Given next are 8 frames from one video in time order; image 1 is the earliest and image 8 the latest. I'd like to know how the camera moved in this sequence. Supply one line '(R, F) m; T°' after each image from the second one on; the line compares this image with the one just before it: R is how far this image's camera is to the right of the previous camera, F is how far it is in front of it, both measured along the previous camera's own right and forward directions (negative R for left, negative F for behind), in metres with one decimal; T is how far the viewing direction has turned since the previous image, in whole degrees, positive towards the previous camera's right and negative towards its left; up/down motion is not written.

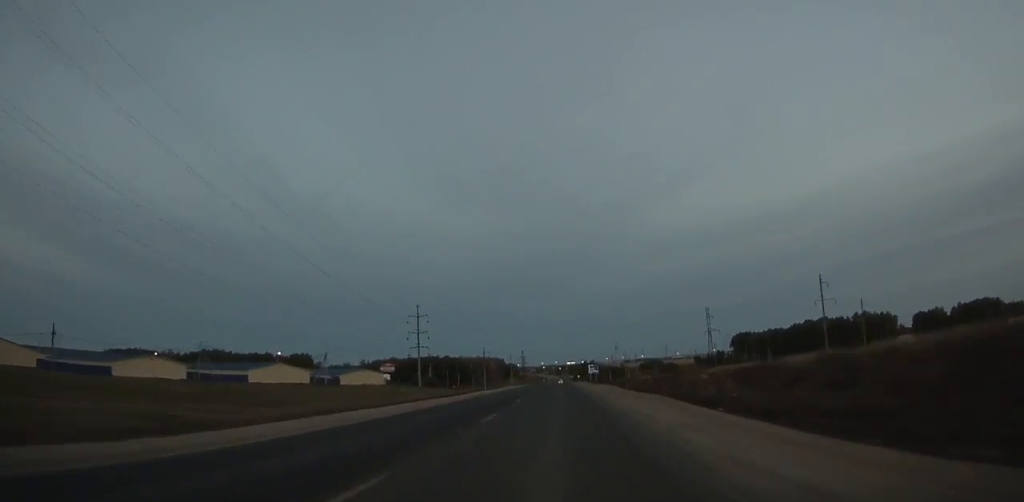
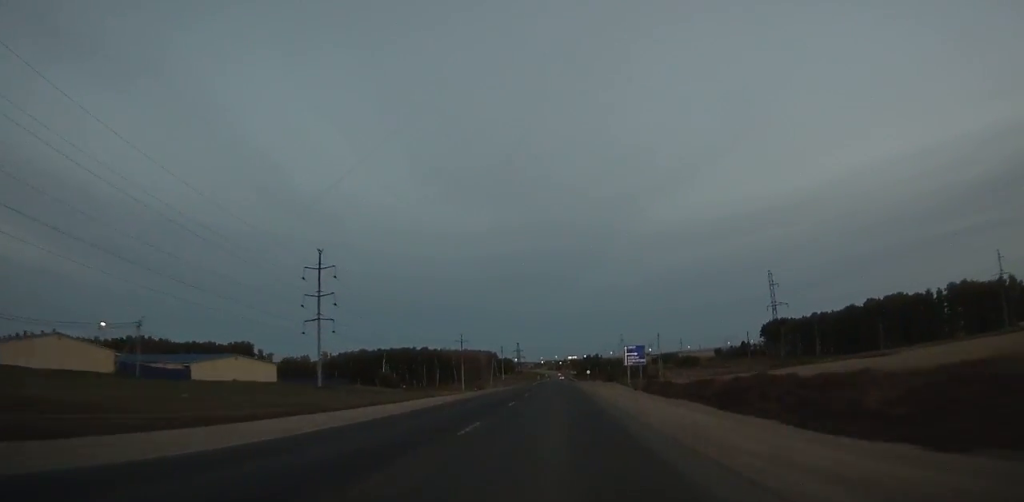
(-0.2, +75.9) m; 0°
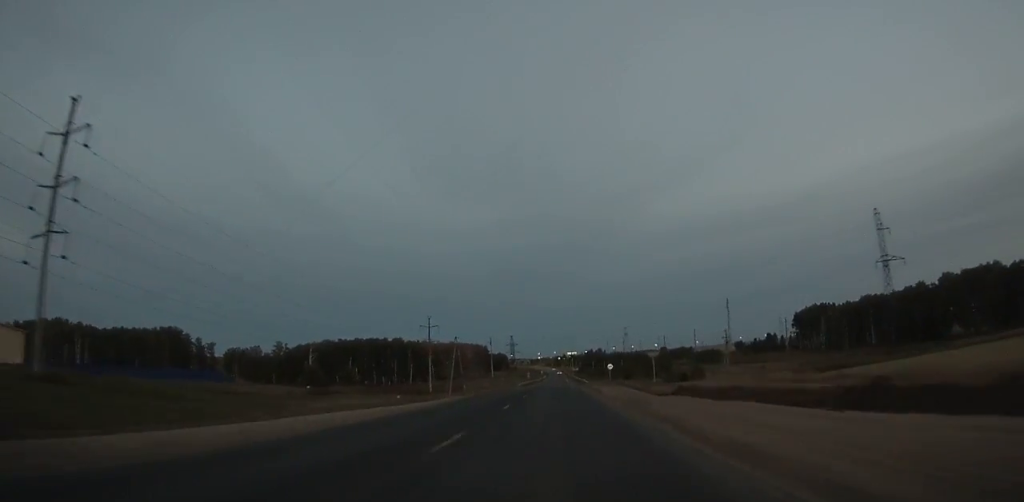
(0.0, +61.4) m; 0°
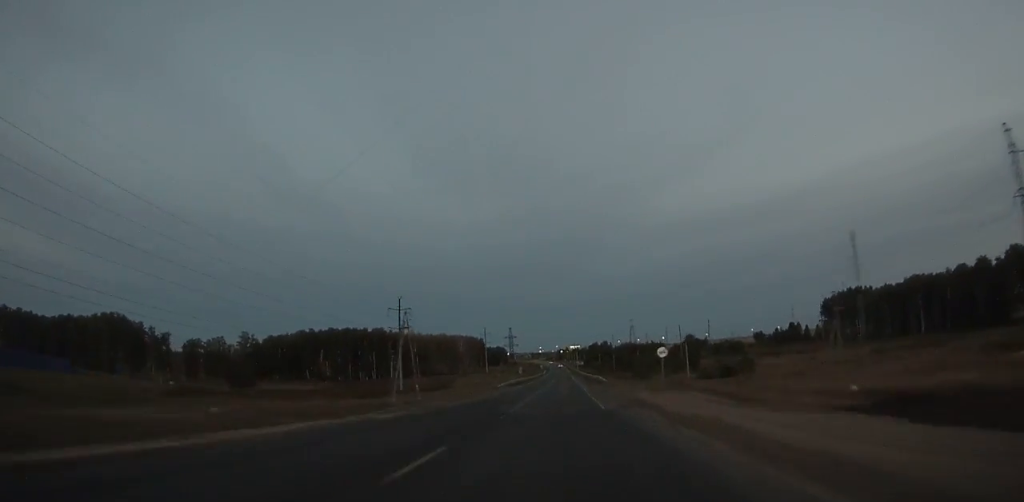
(+0.1, +38.5) m; 0°
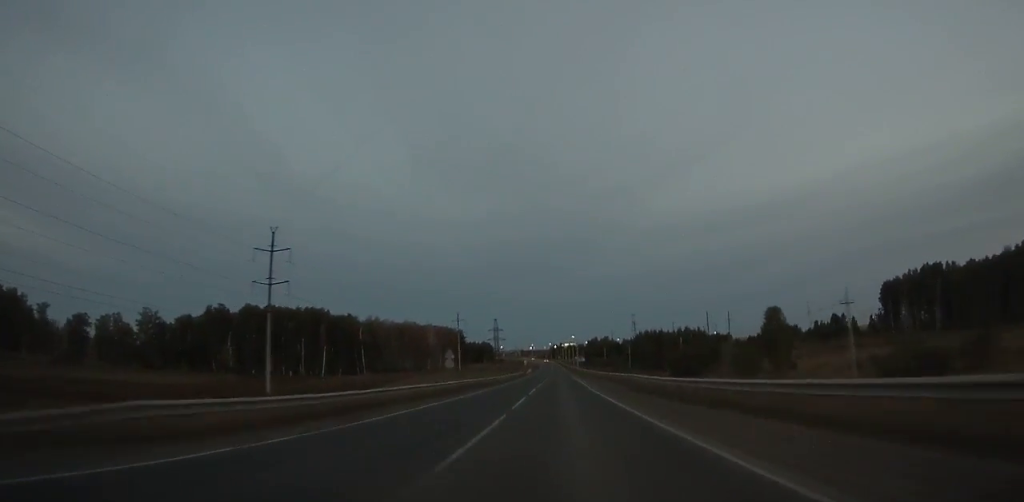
(-0.3, +70.0) m; 0°
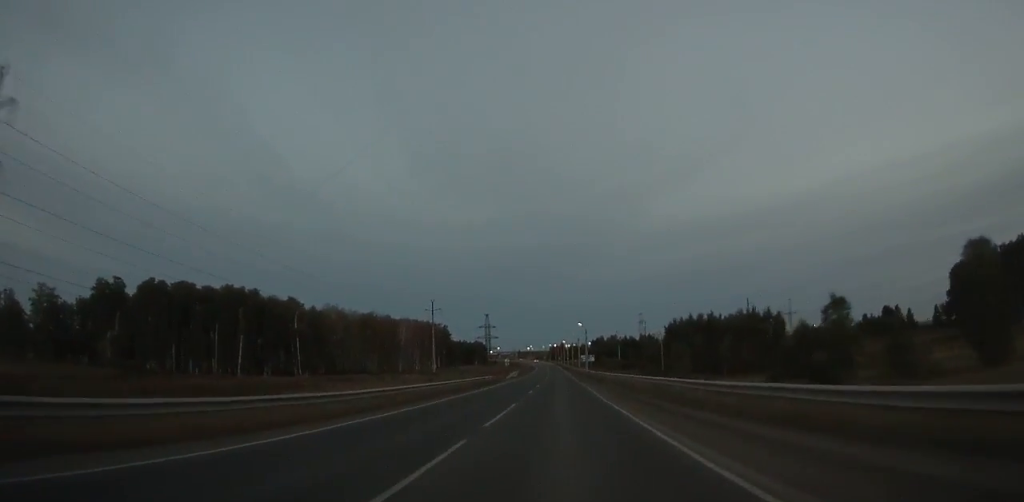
(+0.4, +52.0) m; 0°
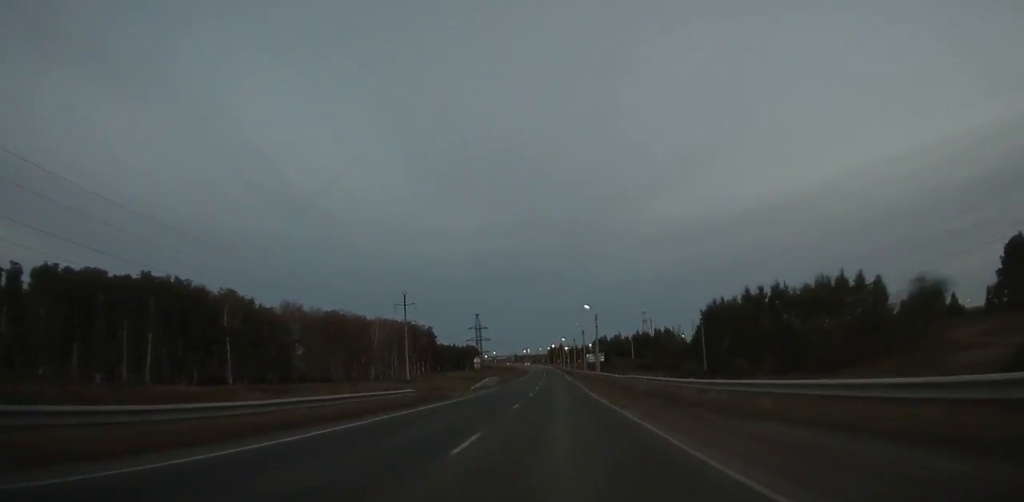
(+0.1, +33.6) m; 0°
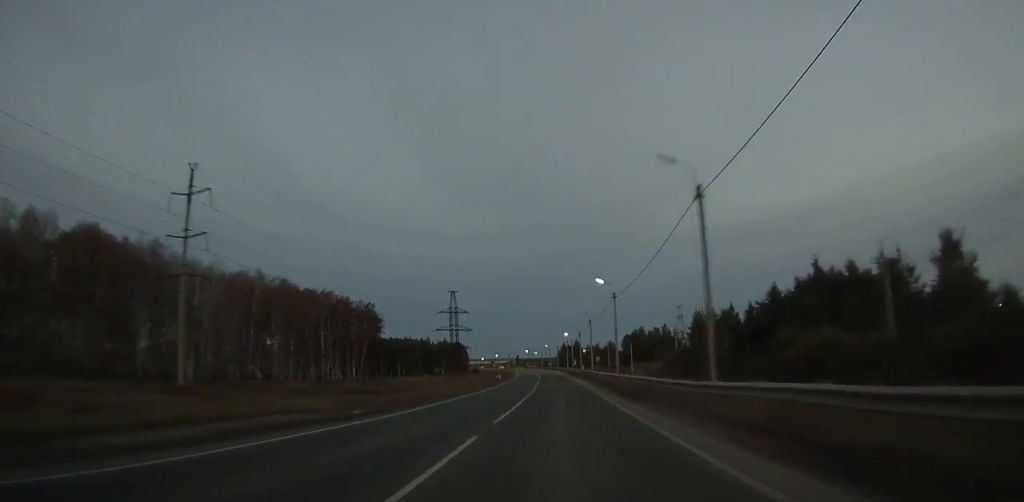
(-0.5, +109.3) m; -1°
